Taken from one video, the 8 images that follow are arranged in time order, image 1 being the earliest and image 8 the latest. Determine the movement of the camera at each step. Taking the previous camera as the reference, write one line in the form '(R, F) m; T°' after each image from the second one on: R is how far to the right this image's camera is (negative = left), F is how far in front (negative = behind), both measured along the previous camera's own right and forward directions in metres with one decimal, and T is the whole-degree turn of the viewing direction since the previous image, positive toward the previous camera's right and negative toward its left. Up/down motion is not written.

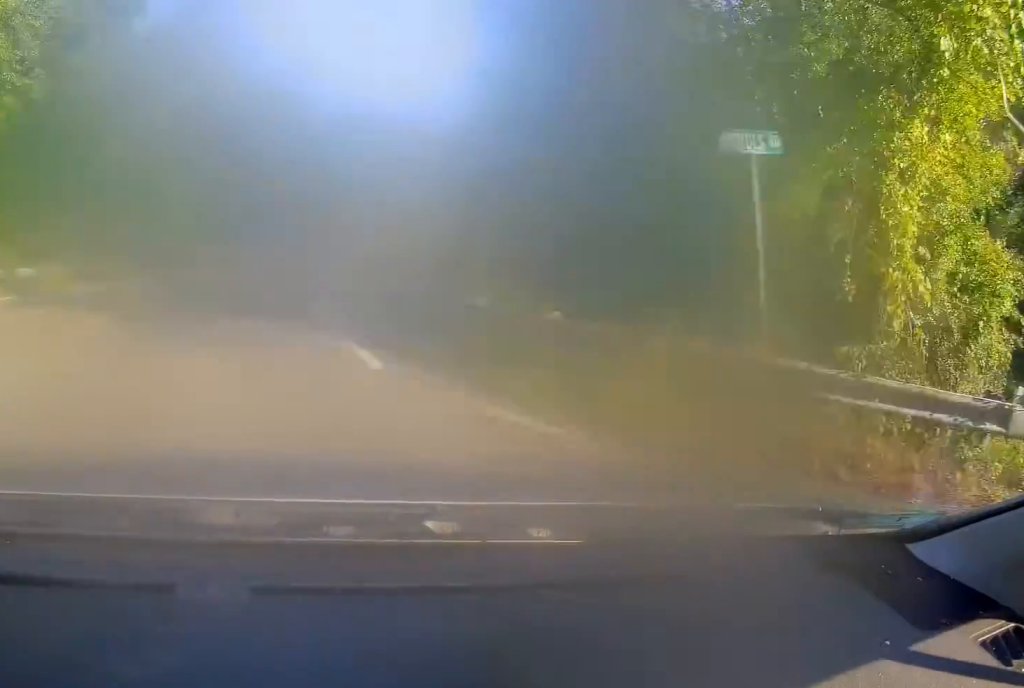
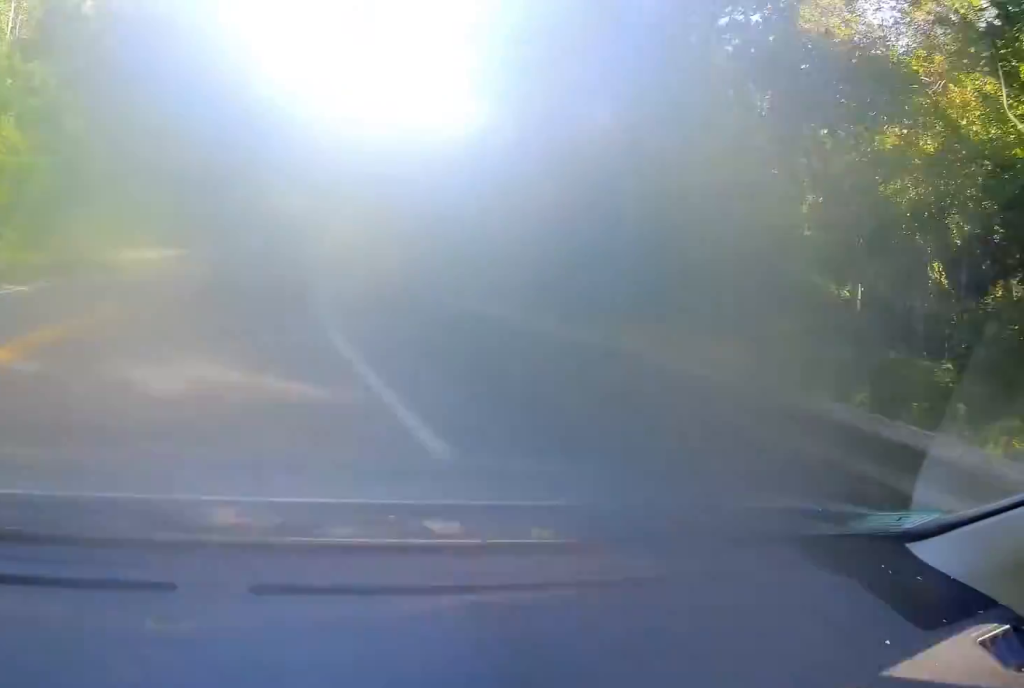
(+1.0, +18.3) m; +5°
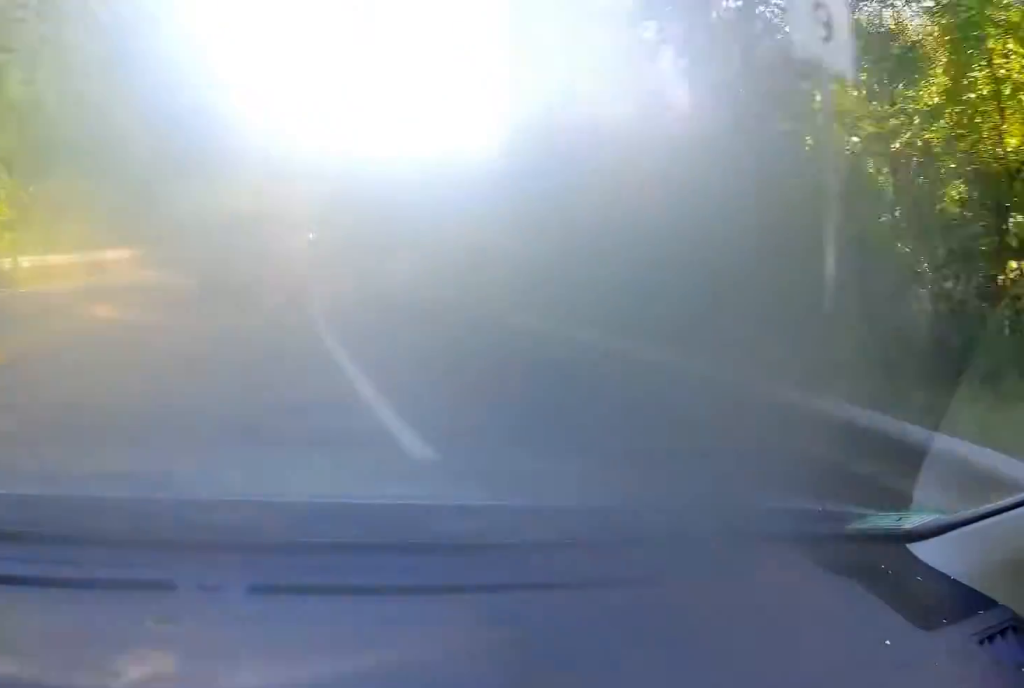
(+0.2, +9.3) m; +3°
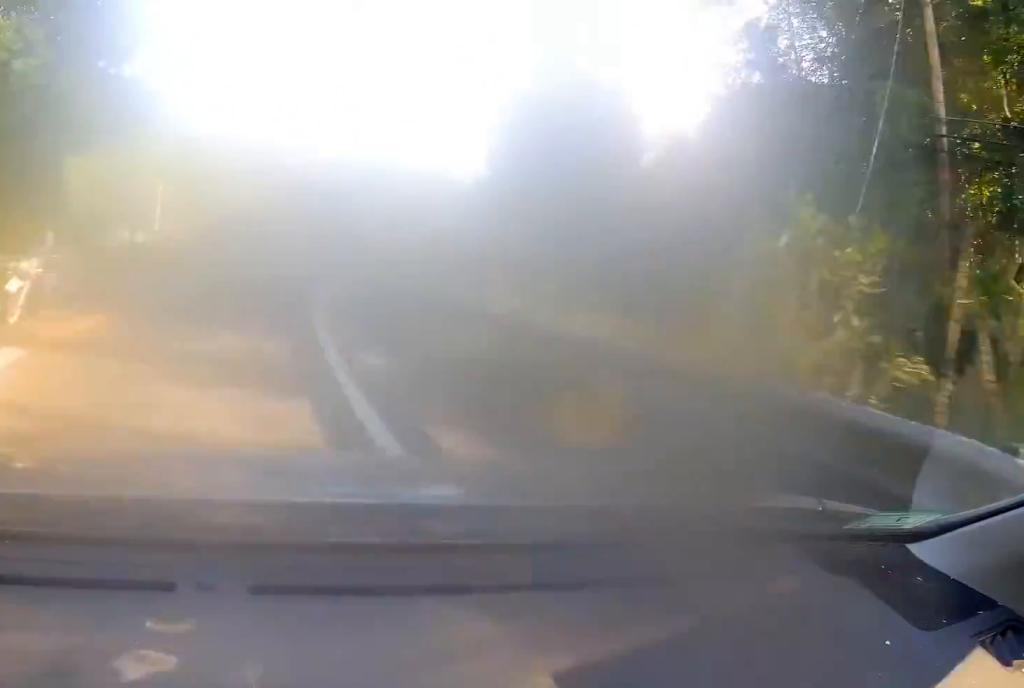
(+0.2, +14.9) m; +7°
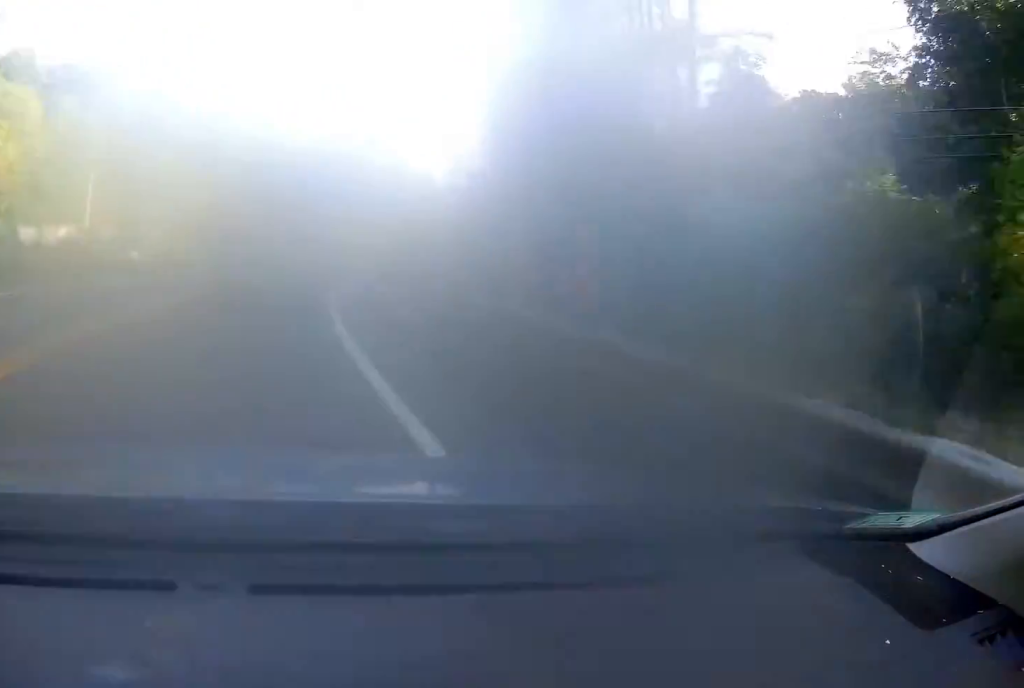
(+1.4, +13.2) m; +6°
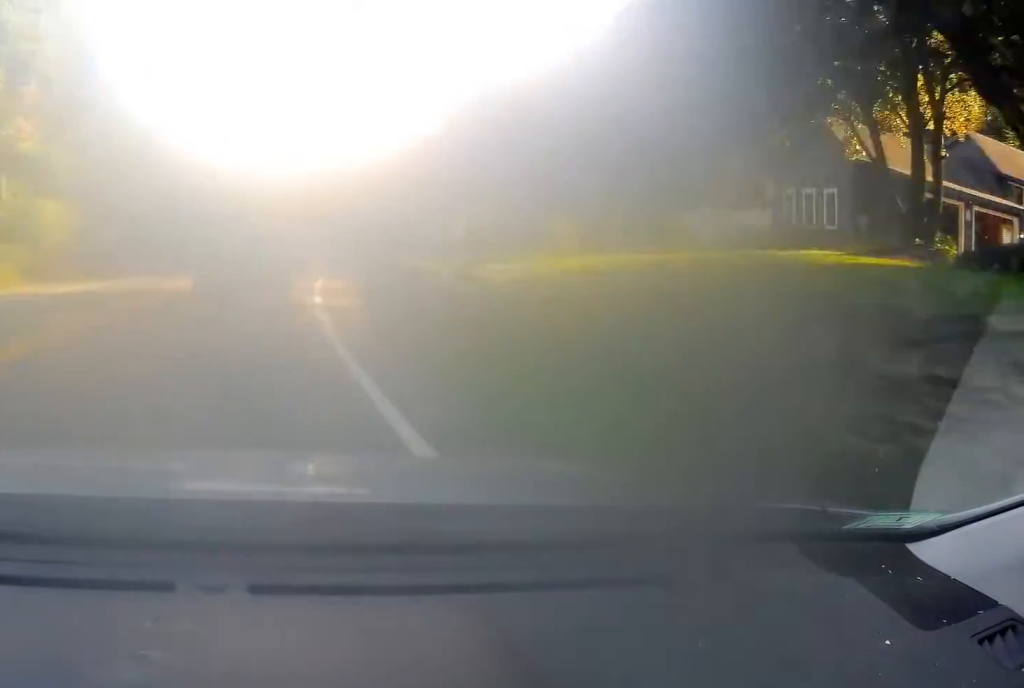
(+10.0, +55.1) m; +21°
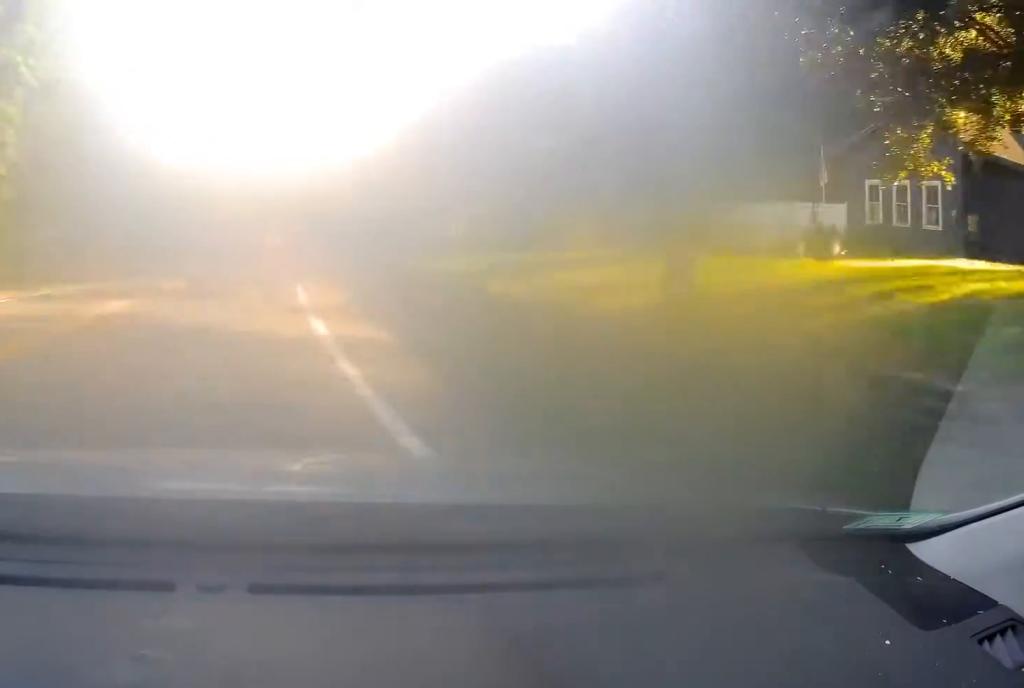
(+0.2, +7.1) m; +2°
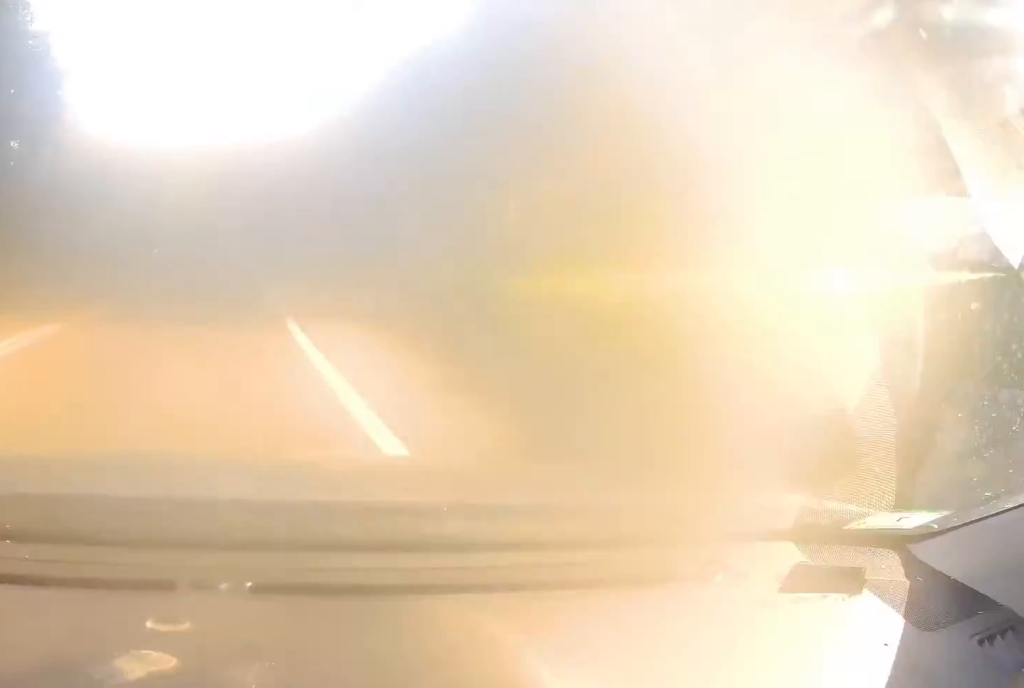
(+0.2, +14.3) m; +3°
